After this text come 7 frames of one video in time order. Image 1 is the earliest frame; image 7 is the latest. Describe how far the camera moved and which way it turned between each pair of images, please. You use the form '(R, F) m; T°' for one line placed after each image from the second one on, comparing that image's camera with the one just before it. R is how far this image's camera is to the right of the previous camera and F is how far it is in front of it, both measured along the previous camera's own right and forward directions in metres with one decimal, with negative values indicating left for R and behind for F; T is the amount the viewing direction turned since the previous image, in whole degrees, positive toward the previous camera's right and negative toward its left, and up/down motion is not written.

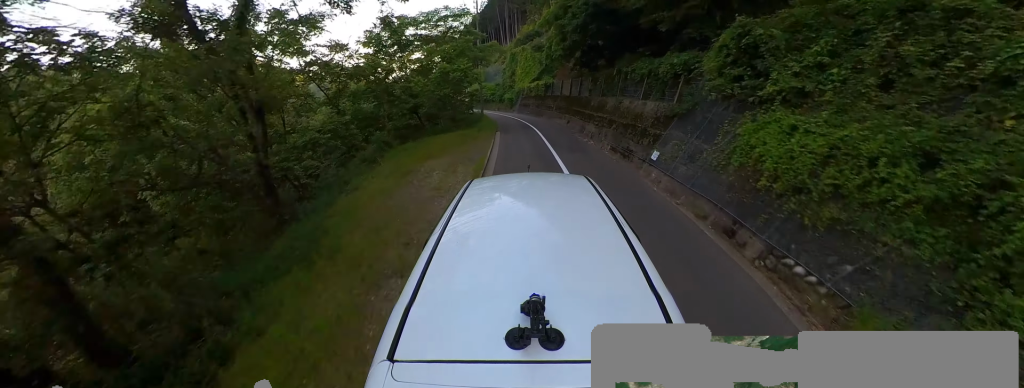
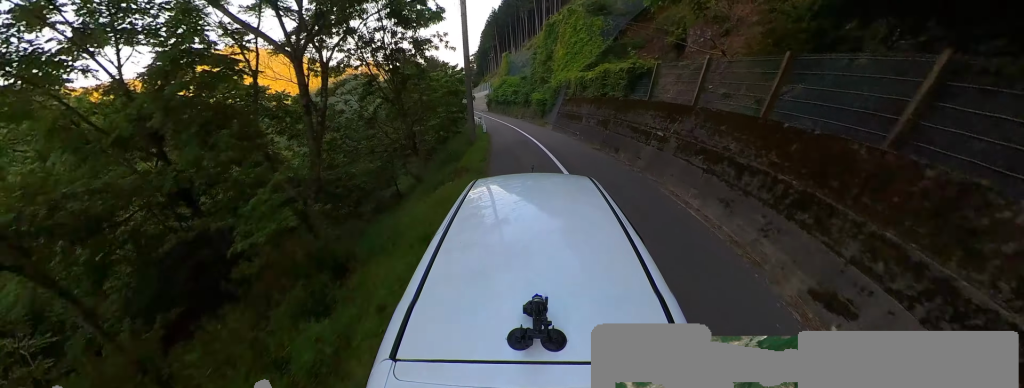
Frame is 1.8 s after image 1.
(-0.7, +20.7) m; -7°
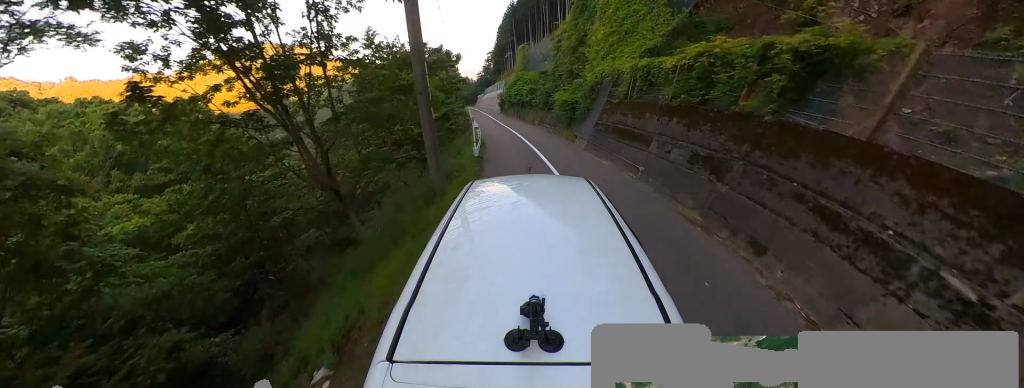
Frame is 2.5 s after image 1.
(-0.5, +8.3) m; -6°
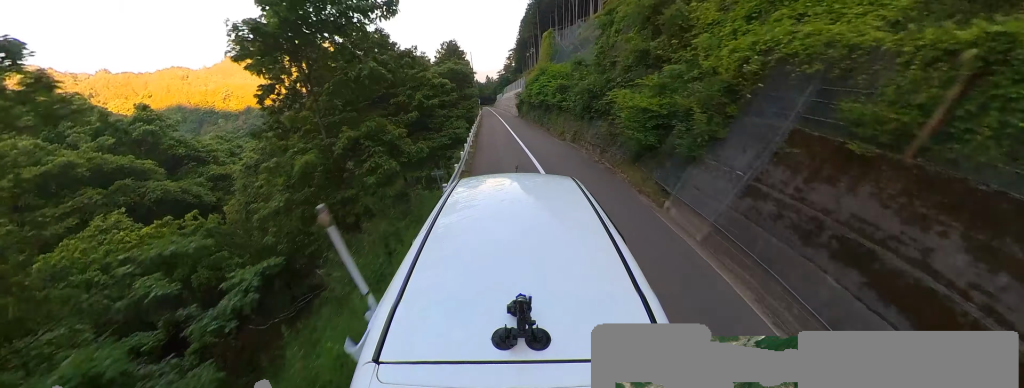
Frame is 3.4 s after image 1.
(-0.3, +9.6) m; -5°
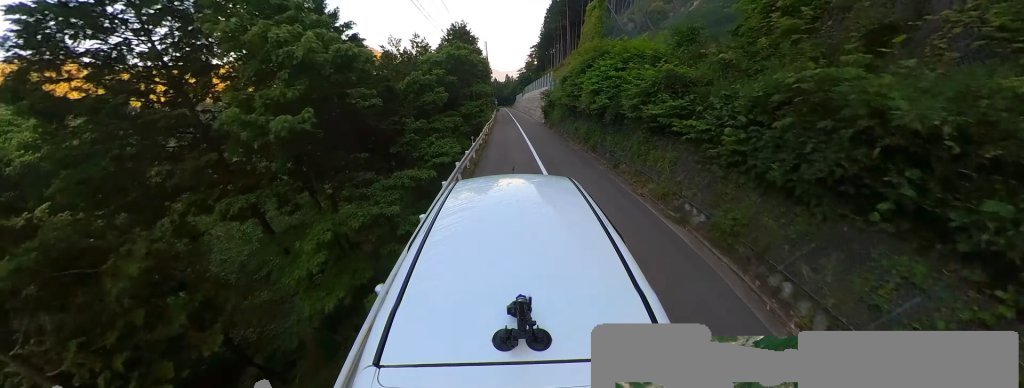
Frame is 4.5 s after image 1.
(-0.8, +12.1) m; +5°
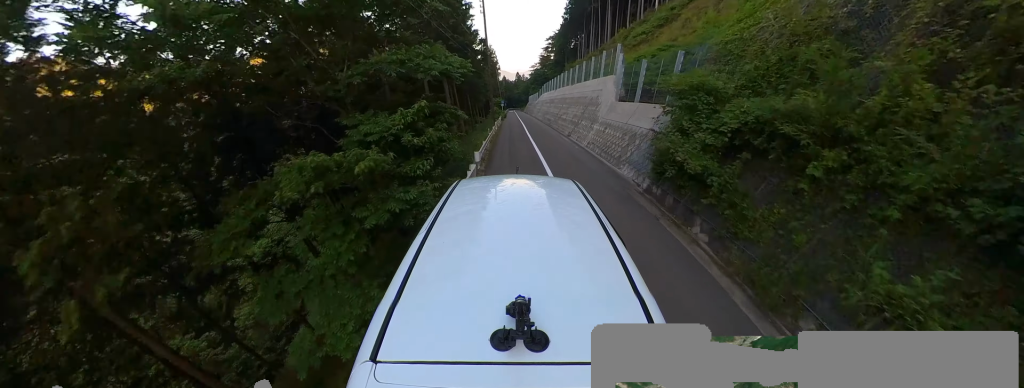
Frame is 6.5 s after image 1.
(+0.3, +23.3) m; -14°
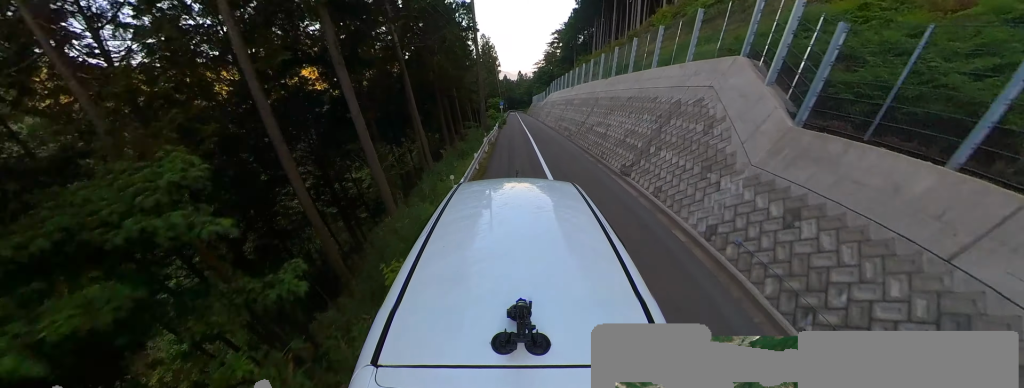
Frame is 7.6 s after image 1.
(-1.4, +11.6) m; 0°
